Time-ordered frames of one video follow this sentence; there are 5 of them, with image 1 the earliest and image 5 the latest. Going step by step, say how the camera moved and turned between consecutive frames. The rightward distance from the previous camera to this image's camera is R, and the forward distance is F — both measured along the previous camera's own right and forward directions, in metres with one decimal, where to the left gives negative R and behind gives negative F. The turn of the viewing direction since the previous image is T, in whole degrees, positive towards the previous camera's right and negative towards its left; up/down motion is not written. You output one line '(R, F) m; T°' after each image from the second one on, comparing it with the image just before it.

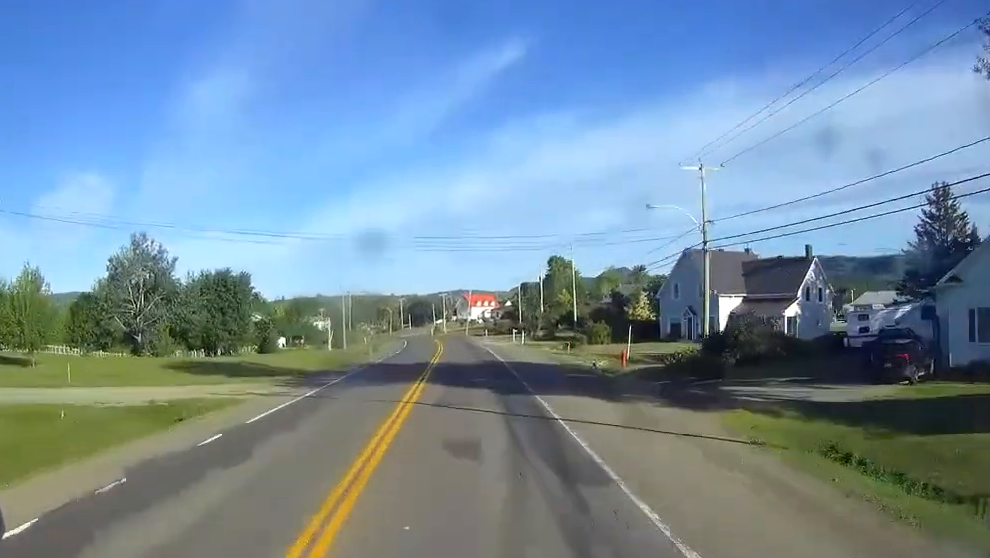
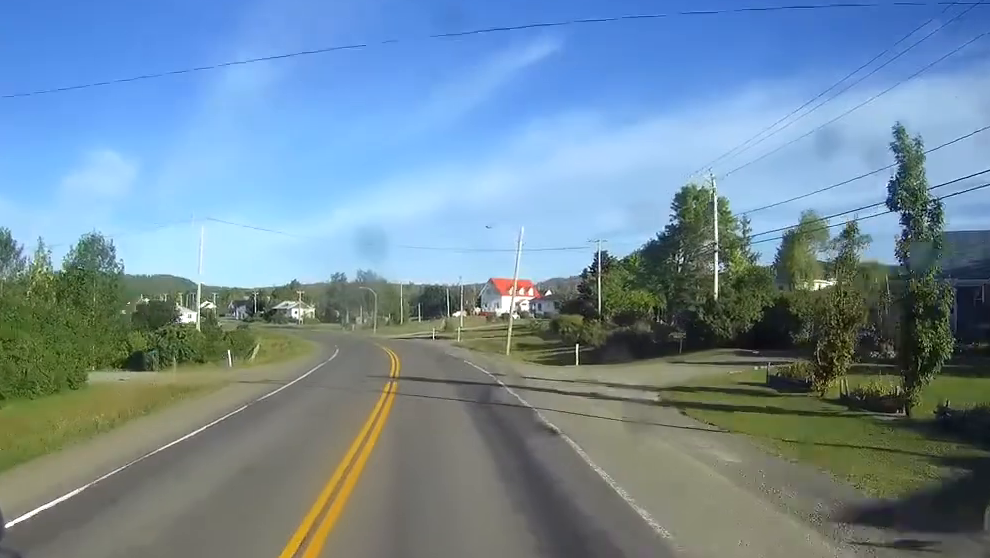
(+1.1, +87.1) m; 0°
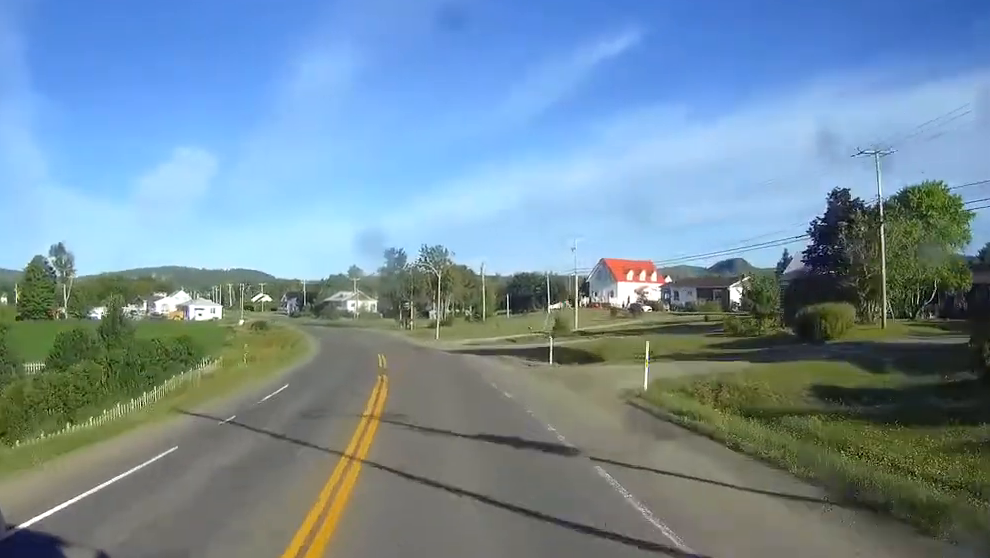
(-2.1, +56.5) m; -5°
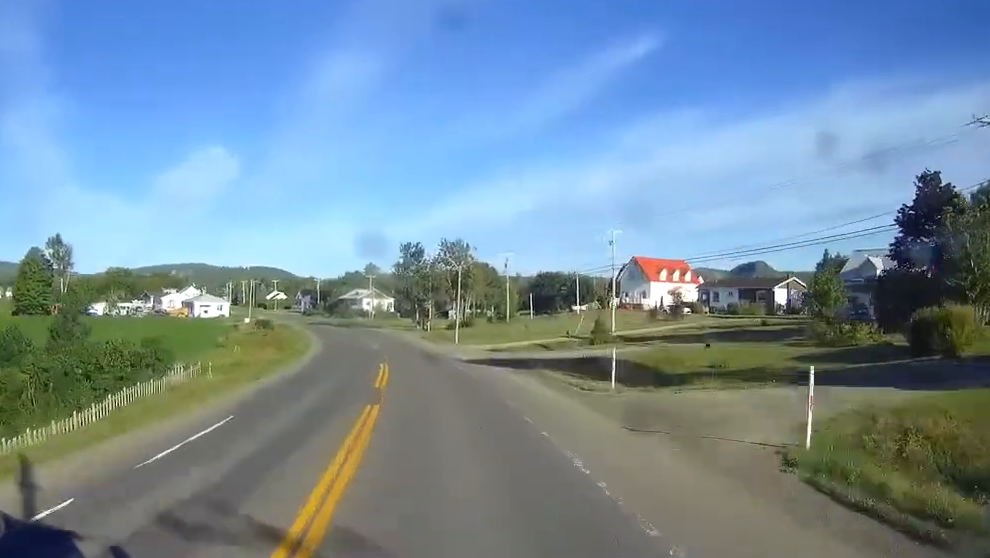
(-0.2, +11.3) m; -1°
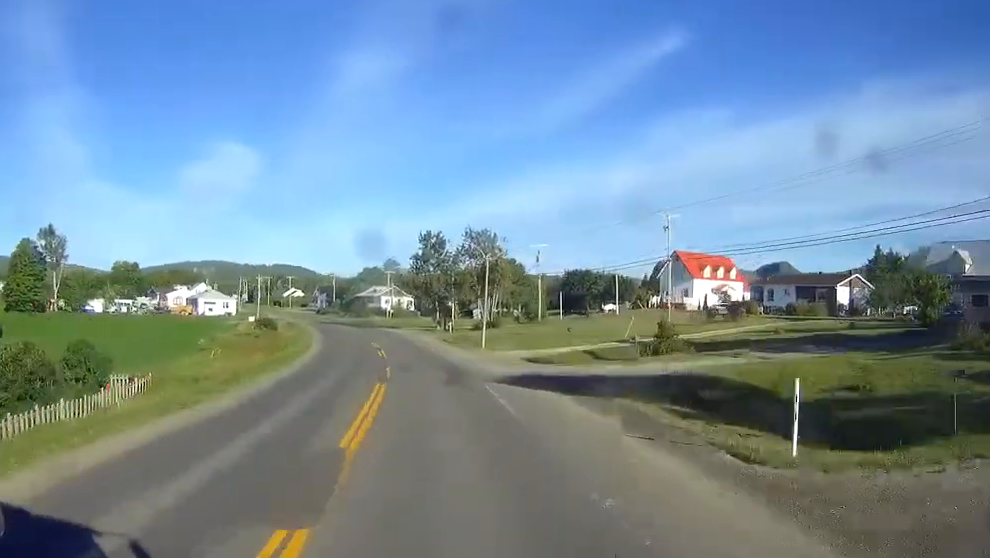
(-0.2, +14.1) m; -1°
